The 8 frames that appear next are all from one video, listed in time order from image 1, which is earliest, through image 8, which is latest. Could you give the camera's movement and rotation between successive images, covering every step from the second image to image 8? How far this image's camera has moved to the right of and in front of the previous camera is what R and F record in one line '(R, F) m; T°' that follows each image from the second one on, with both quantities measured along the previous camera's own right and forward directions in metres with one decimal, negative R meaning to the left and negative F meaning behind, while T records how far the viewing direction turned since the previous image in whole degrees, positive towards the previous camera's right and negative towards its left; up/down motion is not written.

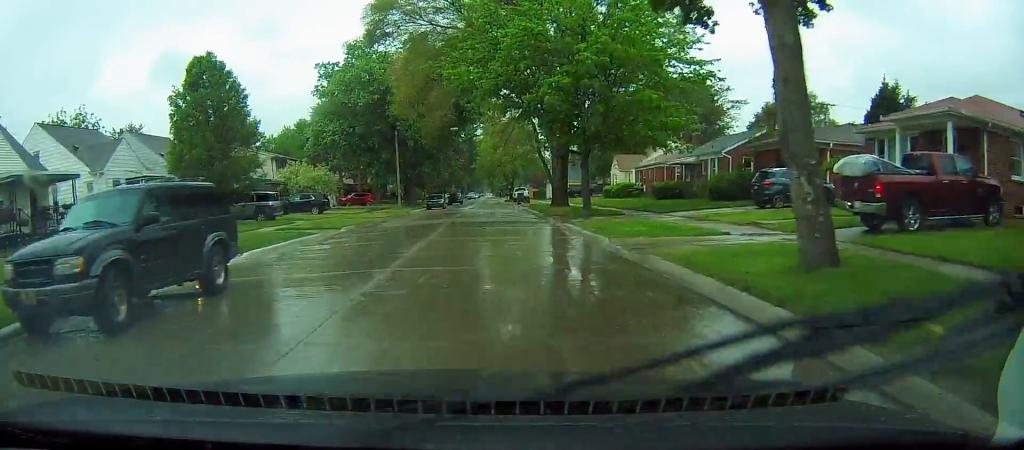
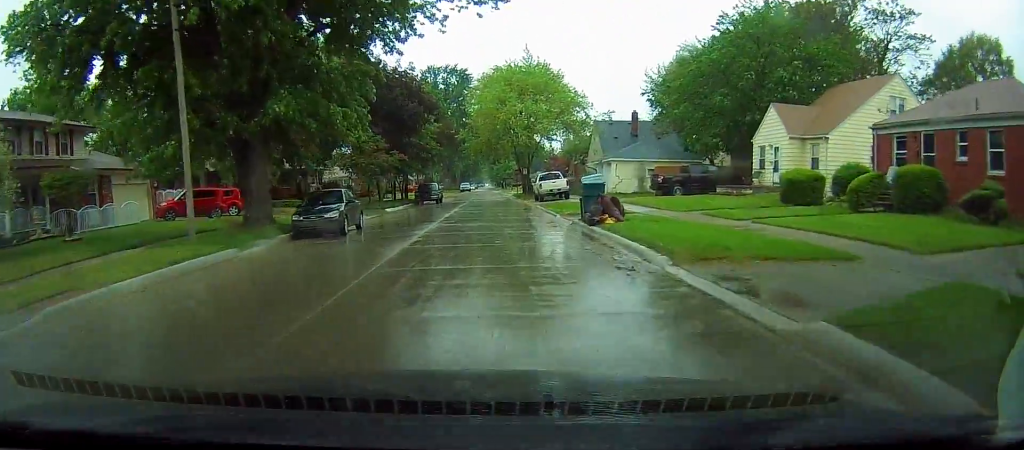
(-0.1, +44.0) m; +1°
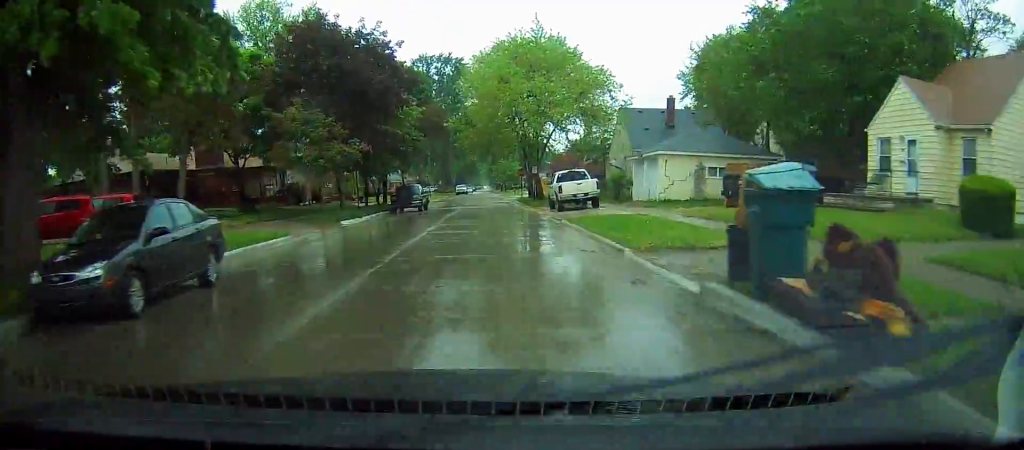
(+0.3, +12.8) m; +1°
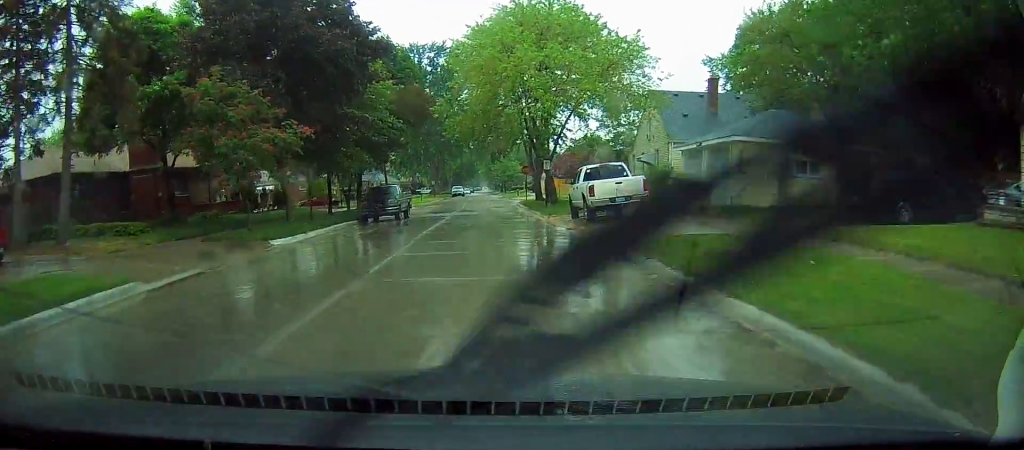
(+0.1, +10.0) m; -2°
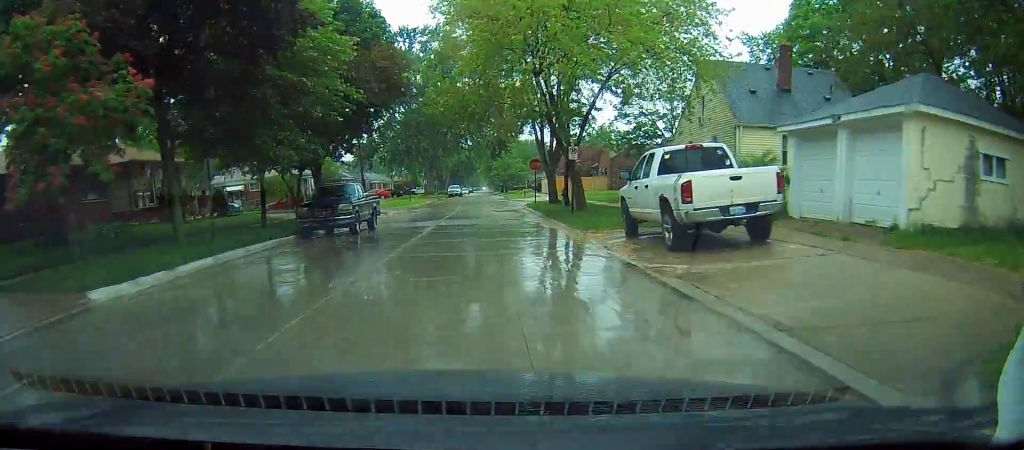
(-0.5, +10.6) m; 0°
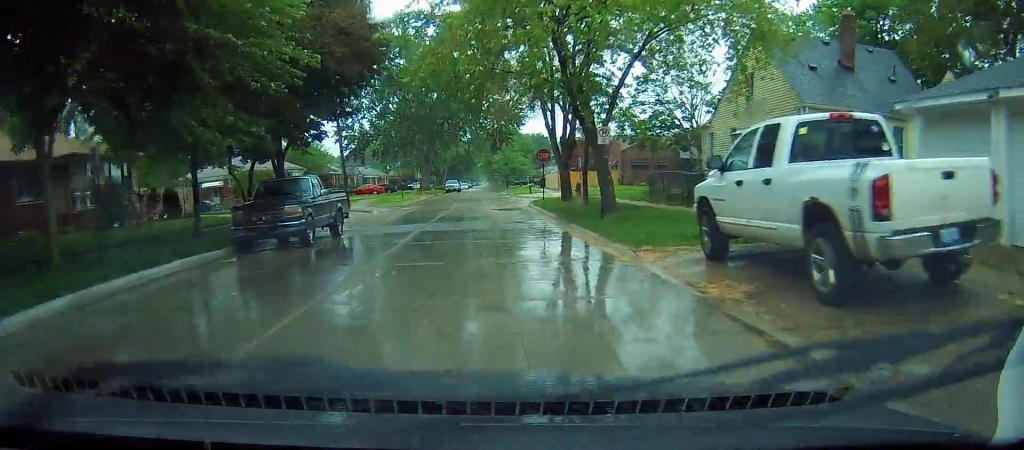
(+0.1, +6.0) m; 0°
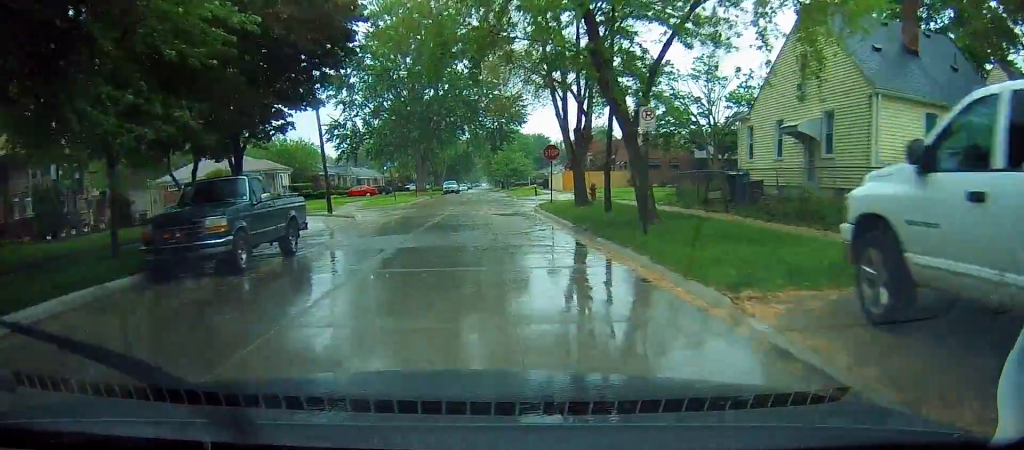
(+0.2, +4.9) m; 0°
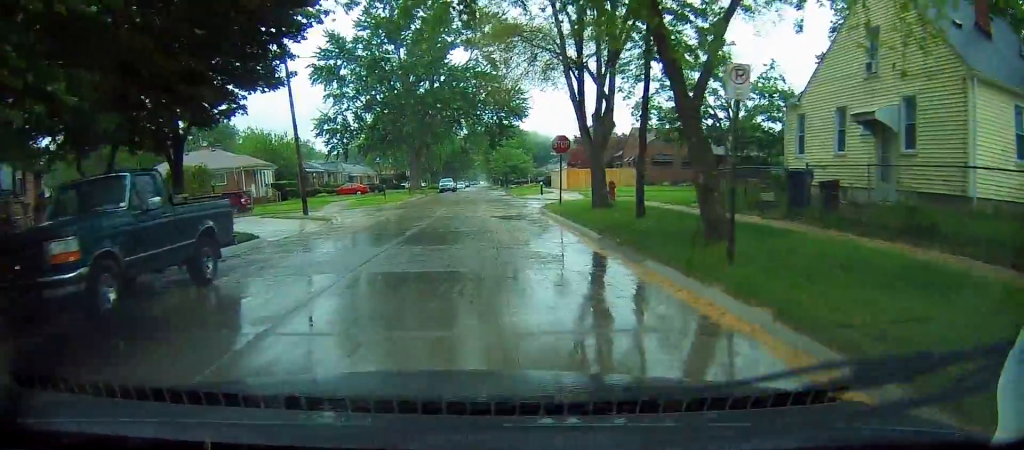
(0.0, +4.8) m; 0°
